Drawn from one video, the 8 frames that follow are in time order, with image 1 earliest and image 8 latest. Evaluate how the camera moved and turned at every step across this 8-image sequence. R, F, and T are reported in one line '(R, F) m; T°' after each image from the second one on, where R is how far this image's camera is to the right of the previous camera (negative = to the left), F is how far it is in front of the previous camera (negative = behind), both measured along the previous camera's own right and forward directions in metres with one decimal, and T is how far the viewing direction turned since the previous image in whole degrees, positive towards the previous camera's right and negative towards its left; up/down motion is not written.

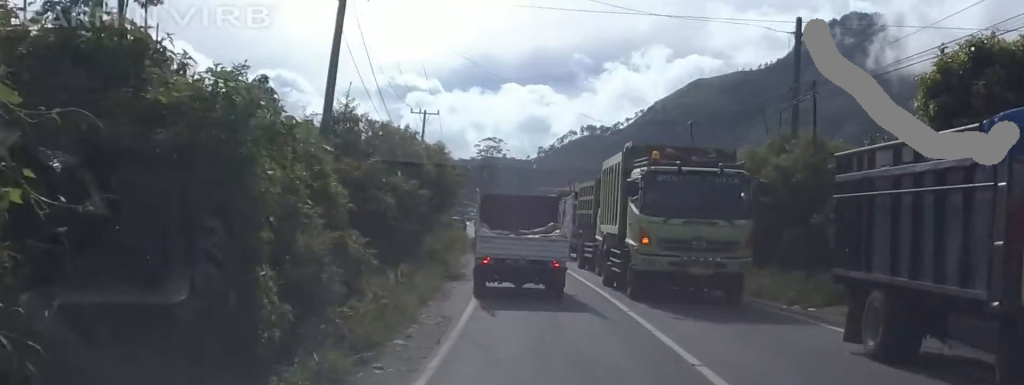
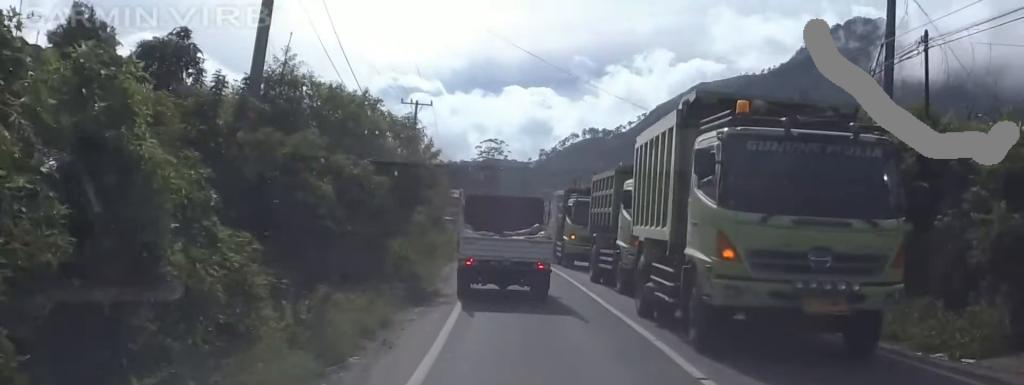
(+0.6, +6.4) m; +1°
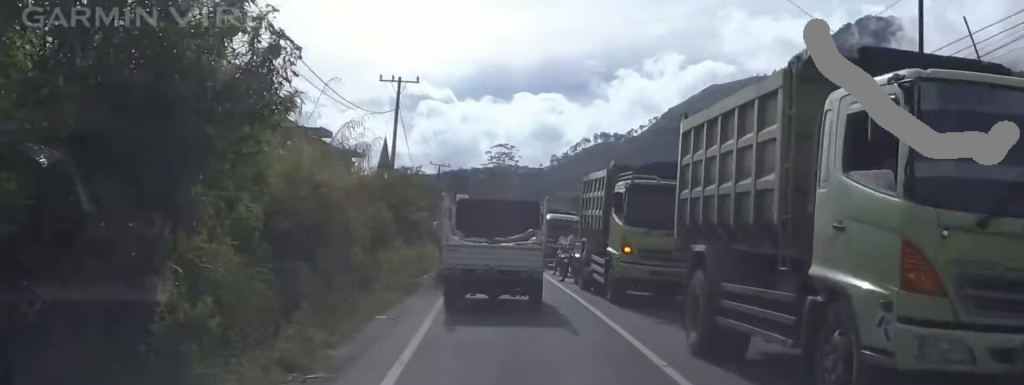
(-0.8, +13.9) m; -6°
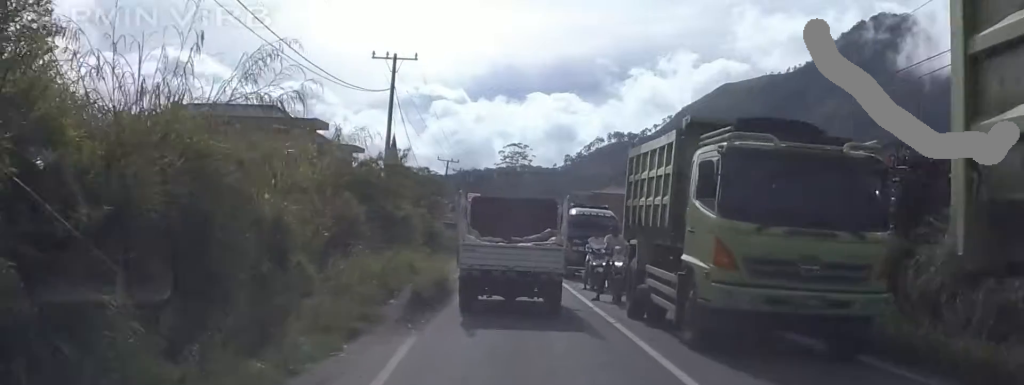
(-0.2, +7.4) m; +4°
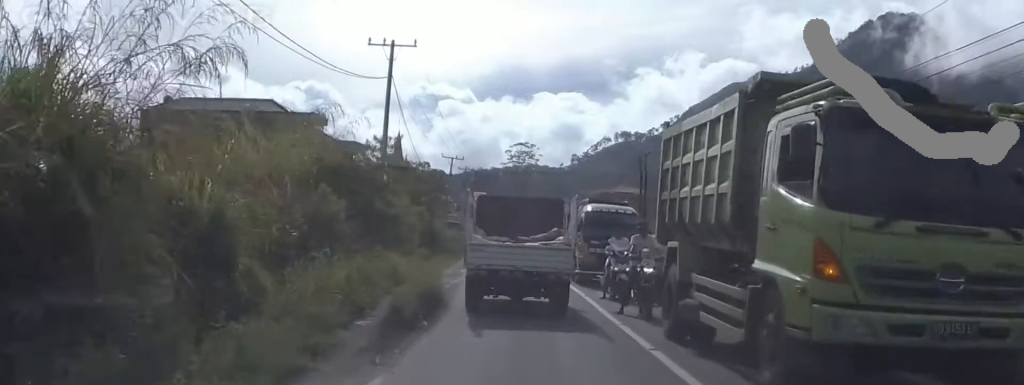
(+0.5, +3.3) m; 0°
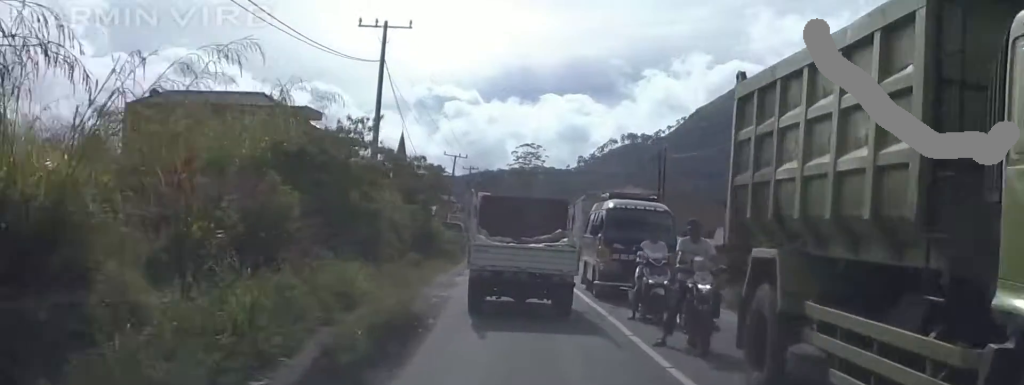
(+0.5, +4.3) m; 0°
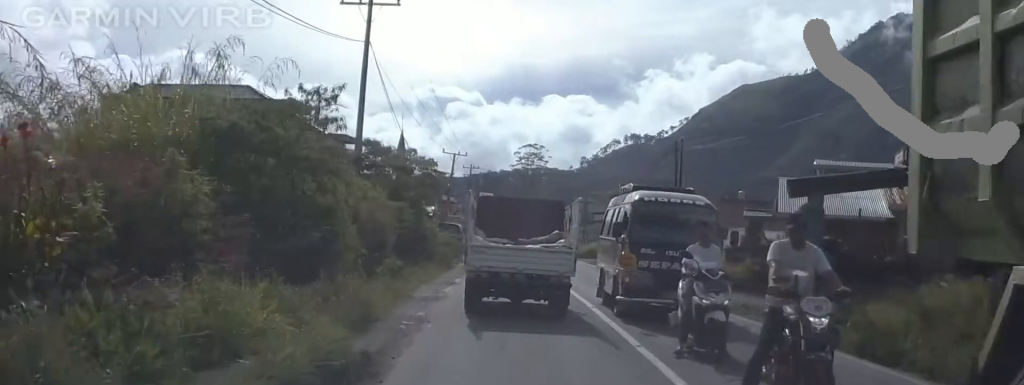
(-0.6, +4.4) m; -3°
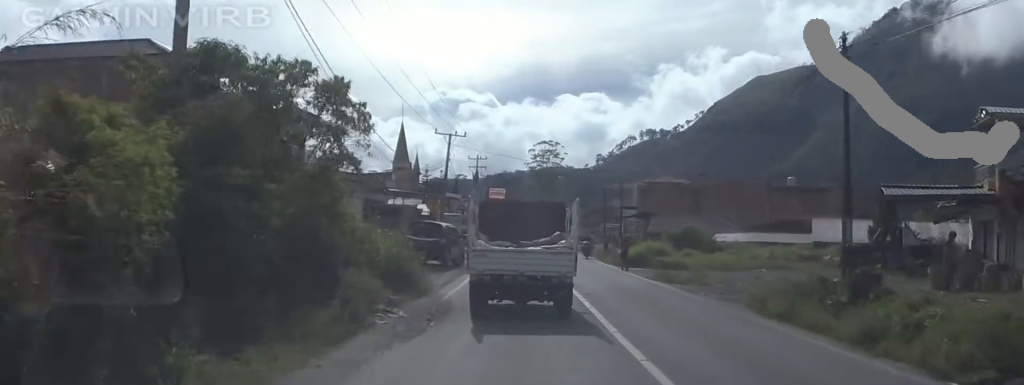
(+1.2, +20.8) m; -1°
